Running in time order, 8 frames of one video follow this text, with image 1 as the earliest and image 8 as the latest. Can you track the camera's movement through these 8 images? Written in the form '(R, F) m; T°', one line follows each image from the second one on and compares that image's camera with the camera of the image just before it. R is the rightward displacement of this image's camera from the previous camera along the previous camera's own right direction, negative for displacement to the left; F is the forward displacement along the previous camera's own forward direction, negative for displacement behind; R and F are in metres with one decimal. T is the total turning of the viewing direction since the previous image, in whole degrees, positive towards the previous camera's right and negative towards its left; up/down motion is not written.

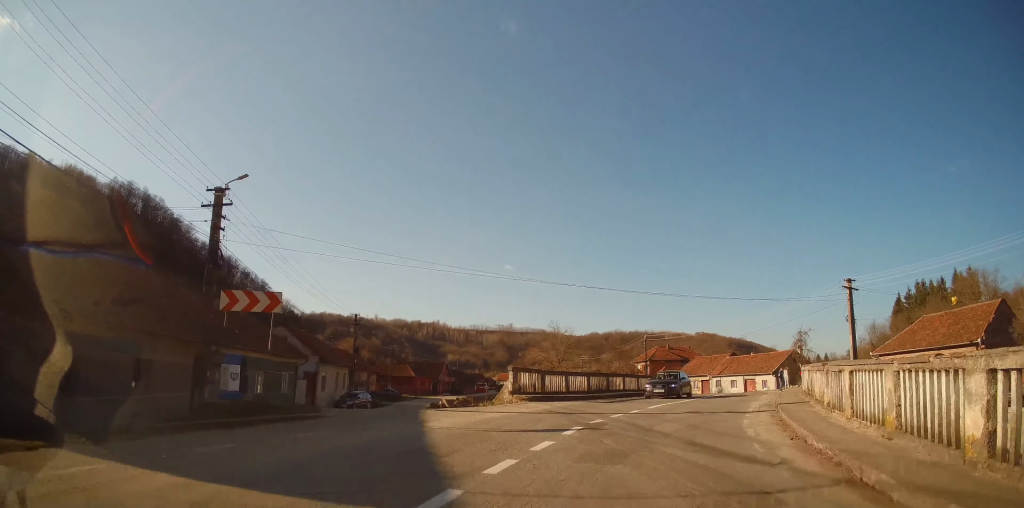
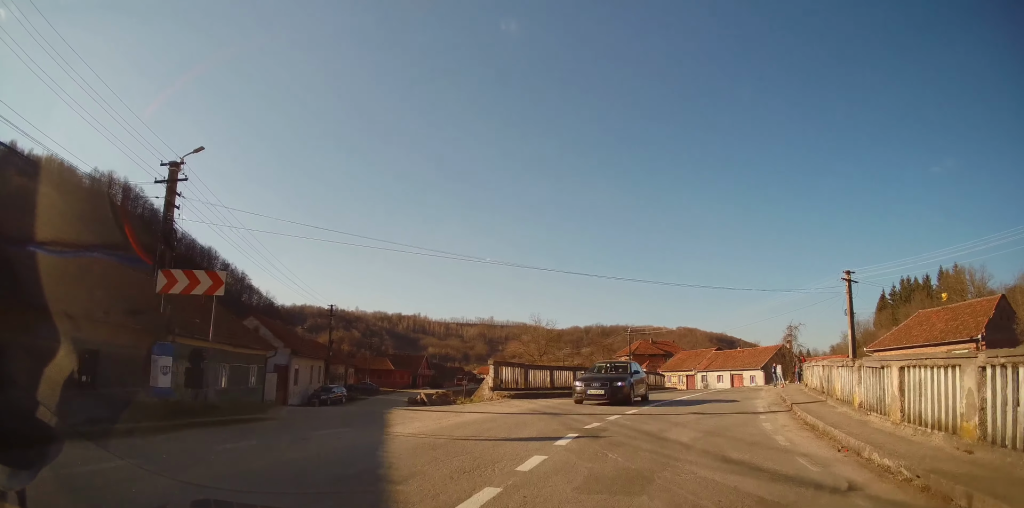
(-0.2, +2.6) m; 0°
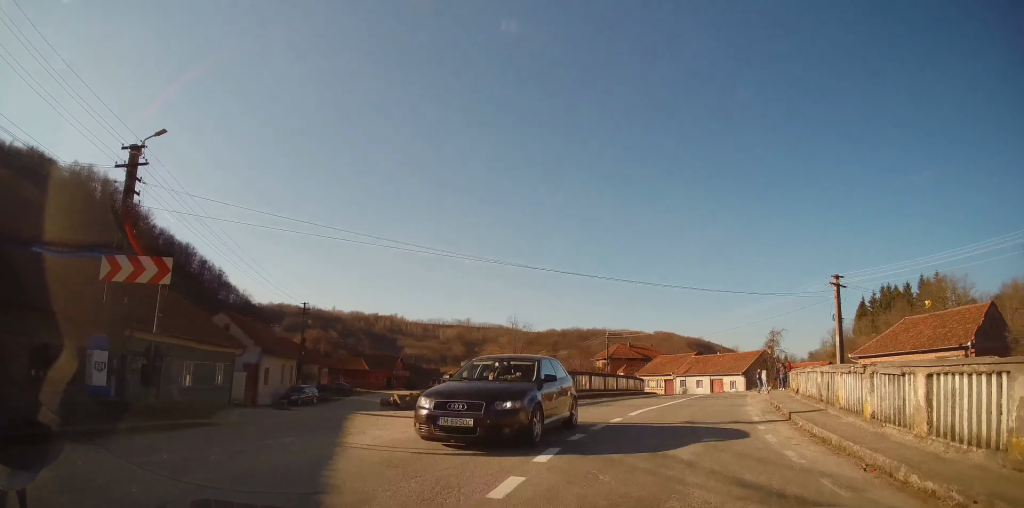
(0.0, +2.1) m; +5°
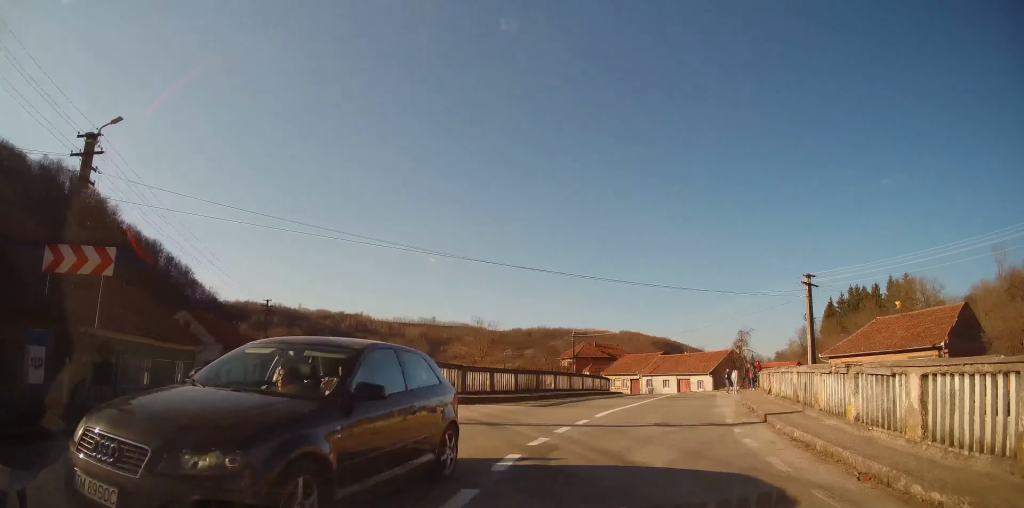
(+0.1, +1.0) m; +7°
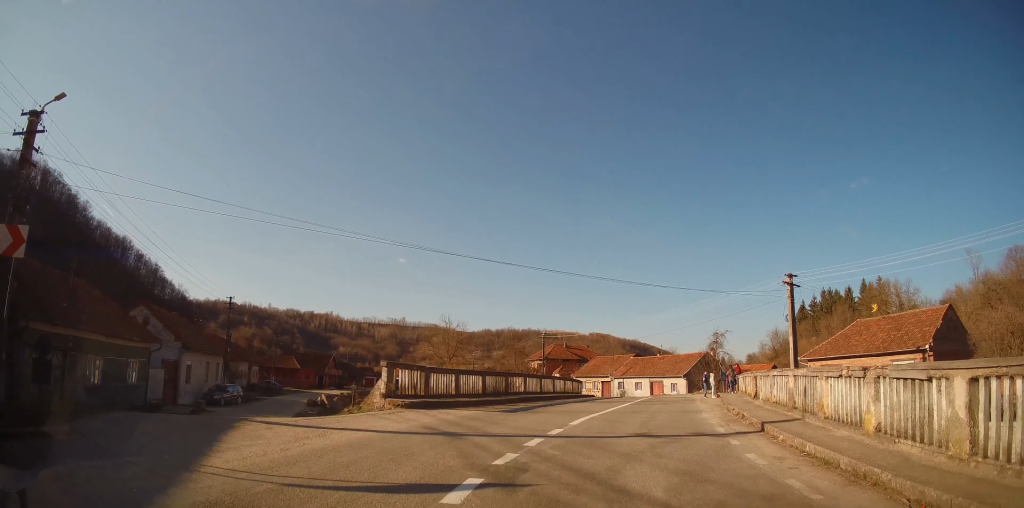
(+0.4, +2.4) m; +6°
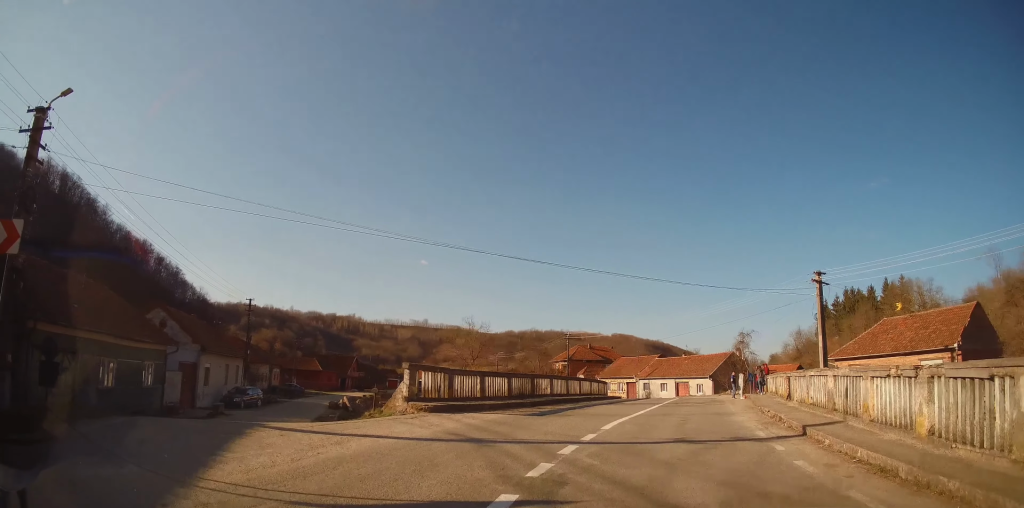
(-0.1, +0.8) m; -9°
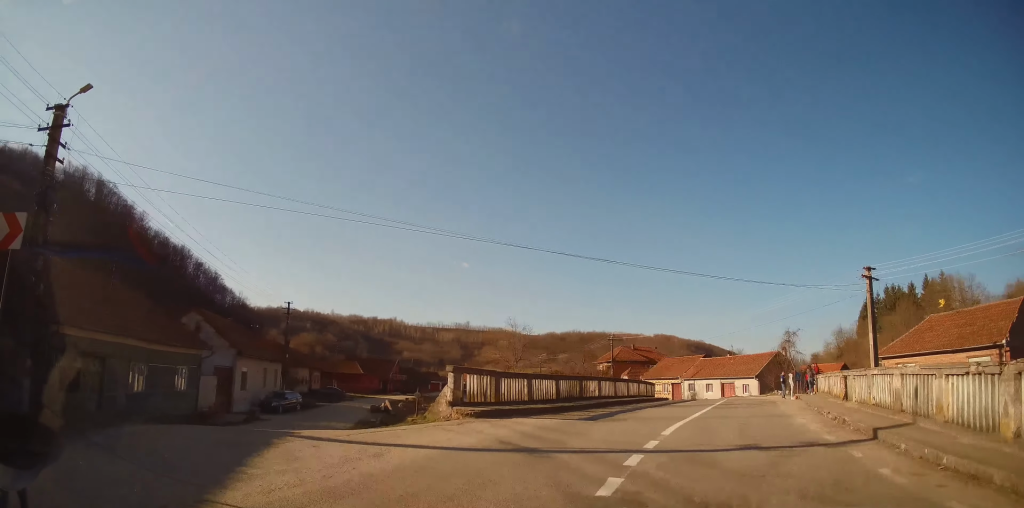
(0.0, +0.8) m; -10°
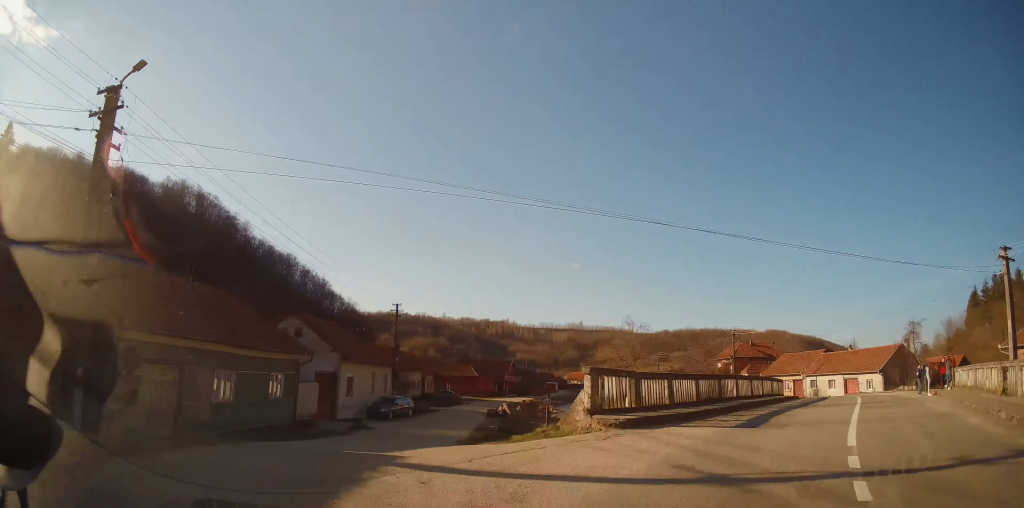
(-0.2, +1.7) m; -12°
